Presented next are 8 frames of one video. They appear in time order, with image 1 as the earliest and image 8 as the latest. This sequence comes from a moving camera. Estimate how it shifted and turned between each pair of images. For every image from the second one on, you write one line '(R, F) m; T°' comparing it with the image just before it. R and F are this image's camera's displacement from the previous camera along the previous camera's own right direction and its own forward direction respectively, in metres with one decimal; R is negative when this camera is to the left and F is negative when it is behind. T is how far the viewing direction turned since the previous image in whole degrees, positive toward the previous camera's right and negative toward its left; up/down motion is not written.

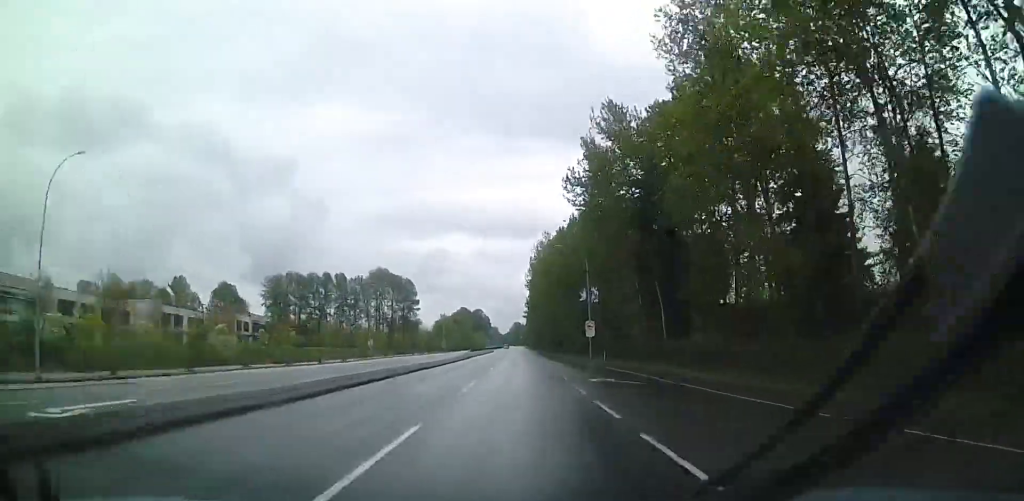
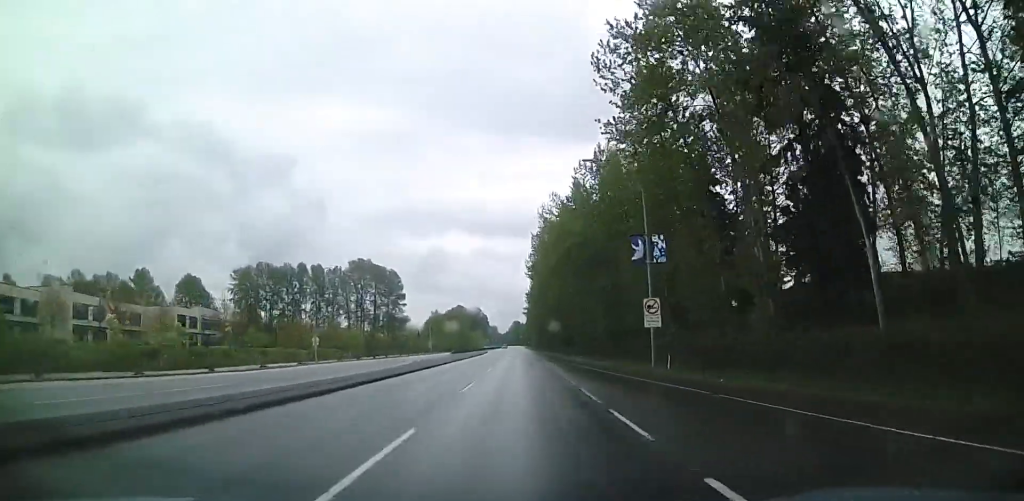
(-0.1, +25.2) m; +1°
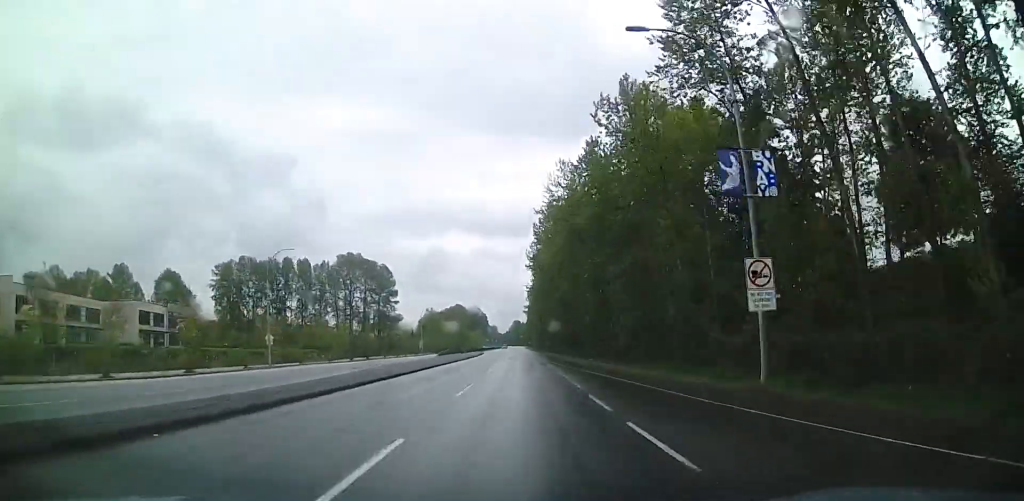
(+0.2, +13.2) m; 0°
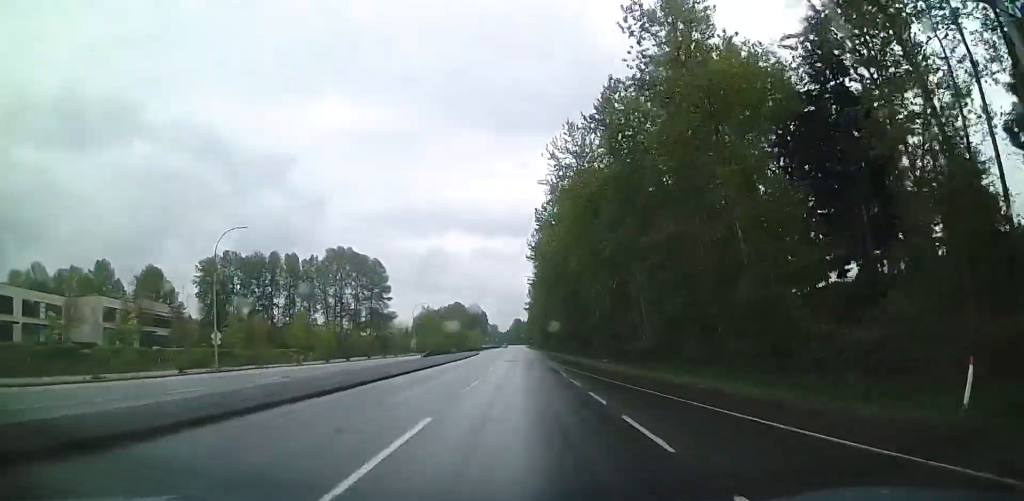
(+0.1, +10.6) m; 0°
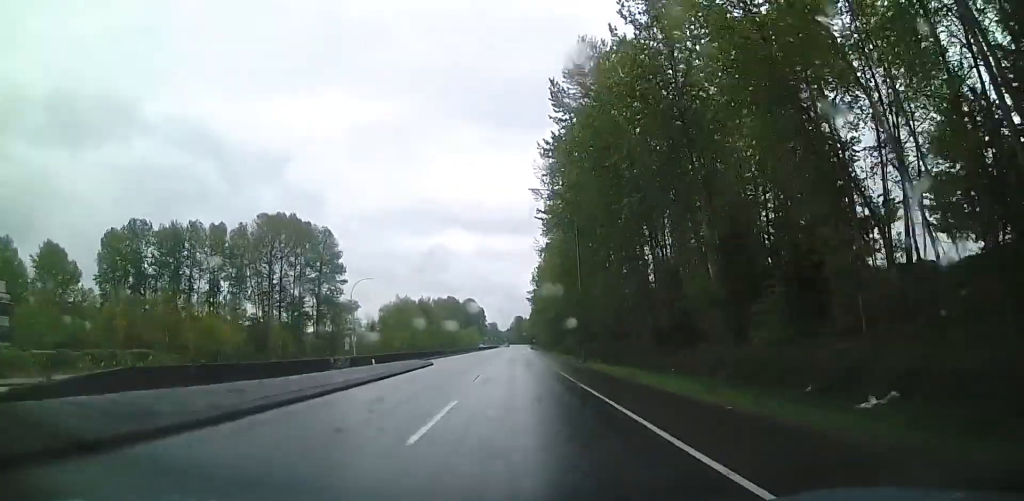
(-0.5, +48.4) m; 0°
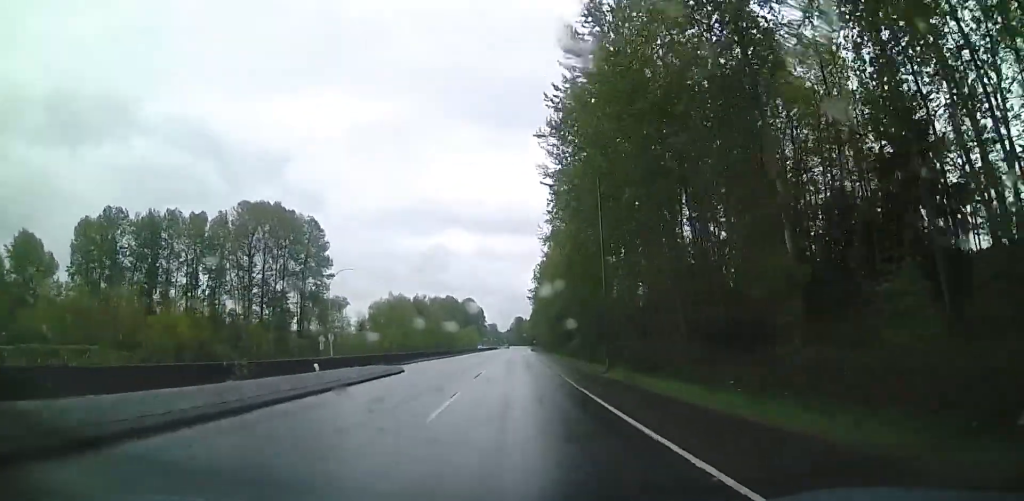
(0.0, +10.2) m; 0°
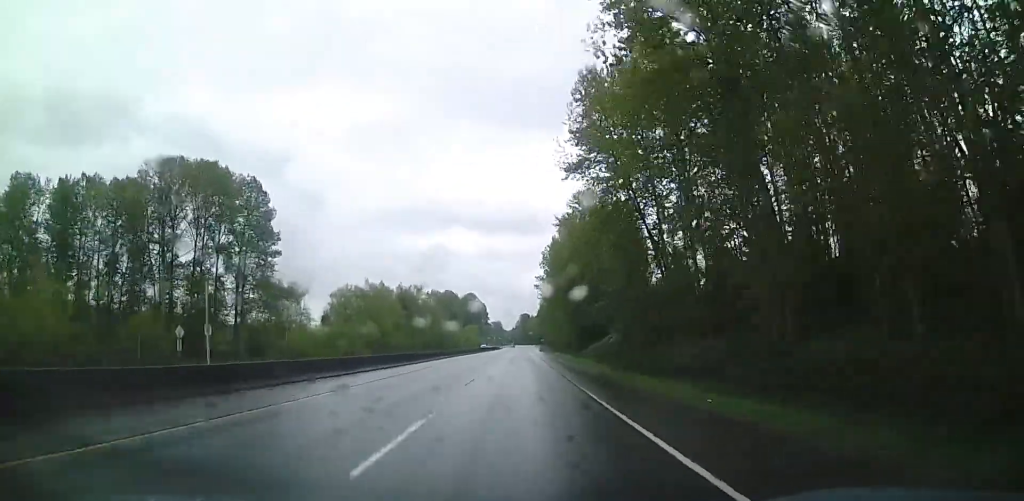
(0.0, +31.2) m; -1°
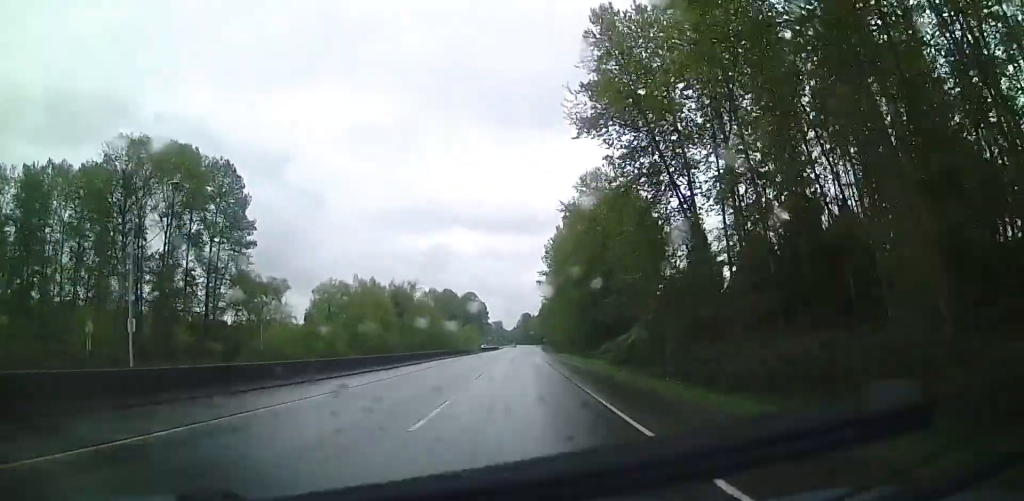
(-0.1, +9.8) m; 0°
